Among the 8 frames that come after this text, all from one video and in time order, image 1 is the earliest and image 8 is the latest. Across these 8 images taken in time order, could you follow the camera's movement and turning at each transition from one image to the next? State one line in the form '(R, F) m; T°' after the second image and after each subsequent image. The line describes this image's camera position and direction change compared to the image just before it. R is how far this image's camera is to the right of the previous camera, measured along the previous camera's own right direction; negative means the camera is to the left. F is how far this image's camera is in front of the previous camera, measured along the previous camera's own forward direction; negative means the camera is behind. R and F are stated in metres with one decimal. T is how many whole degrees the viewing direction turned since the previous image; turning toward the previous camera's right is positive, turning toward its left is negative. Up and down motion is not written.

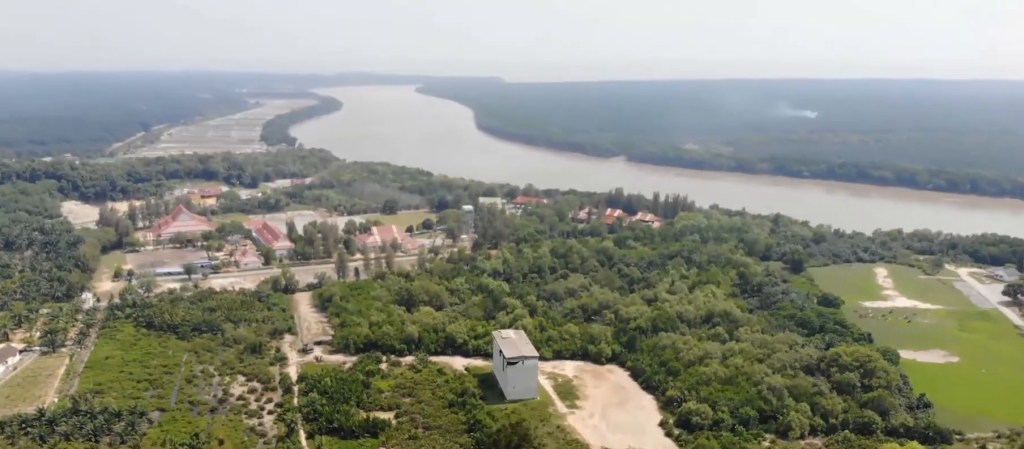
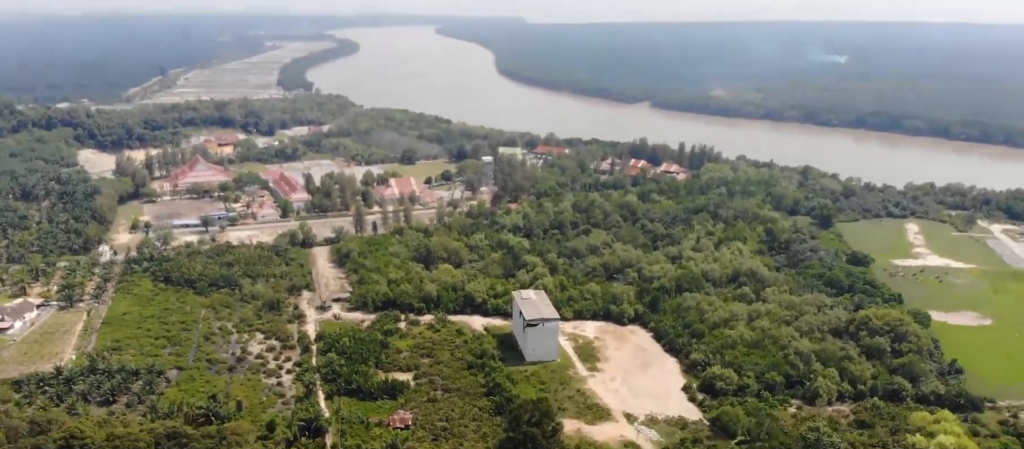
(+0.2, +7.2) m; 0°
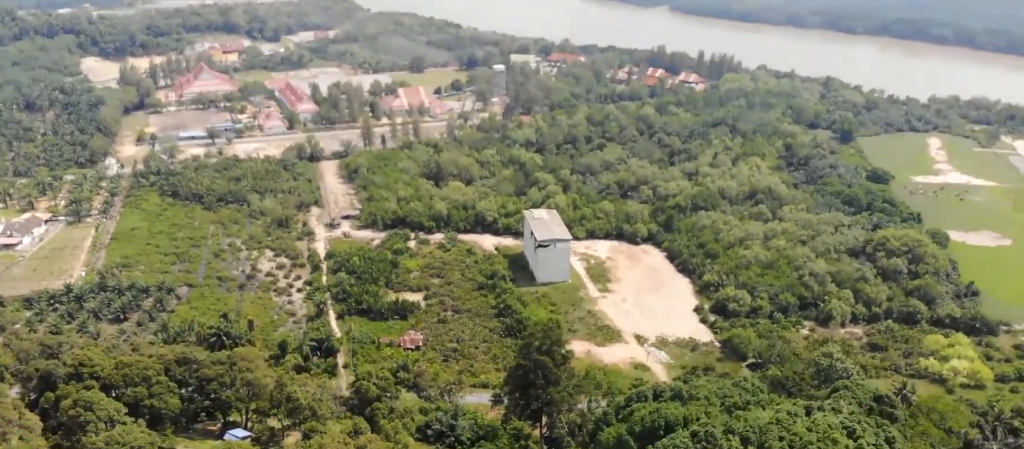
(-0.1, +3.6) m; -1°
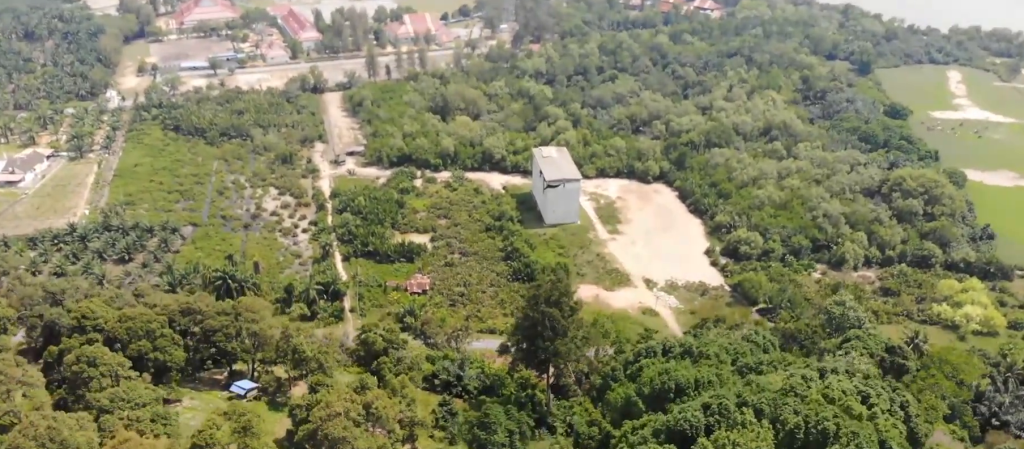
(0.0, +3.6) m; -1°
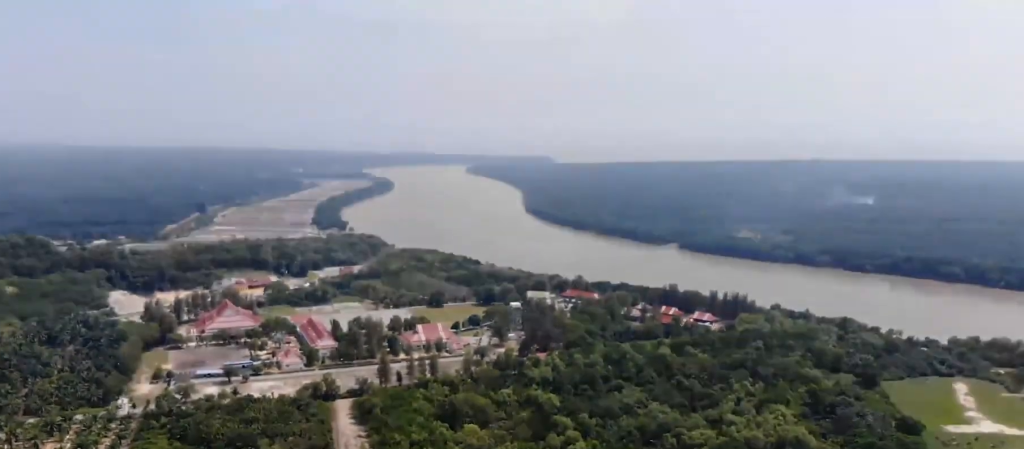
(0.0, +6.8) m; 0°
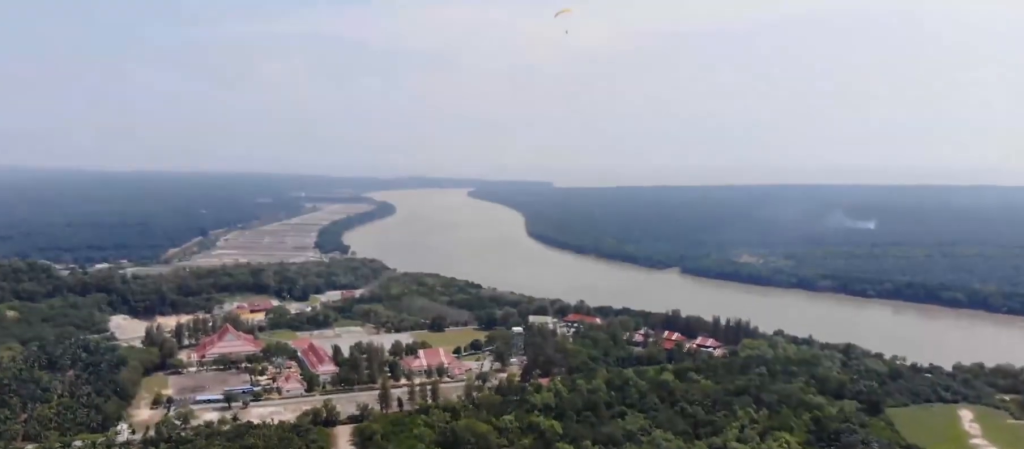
(0.0, +2.0) m; 0°
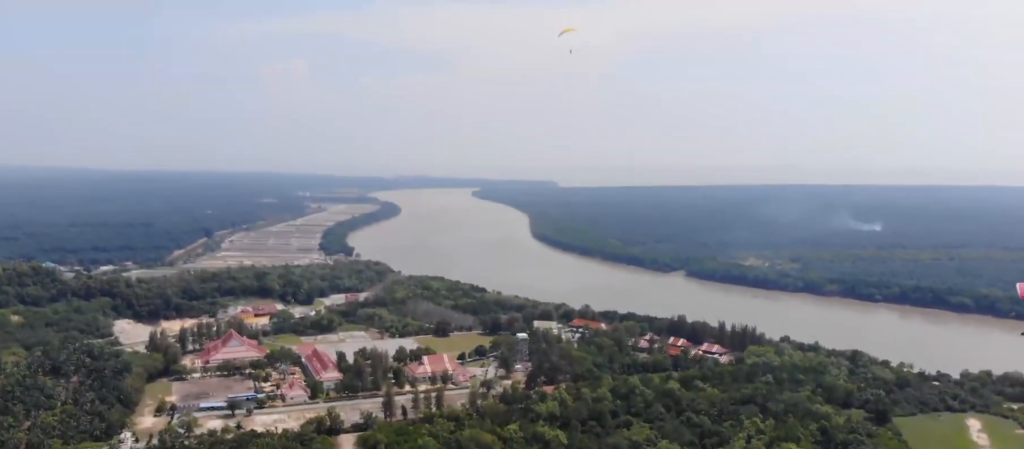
(0.0, +3.3) m; -1°
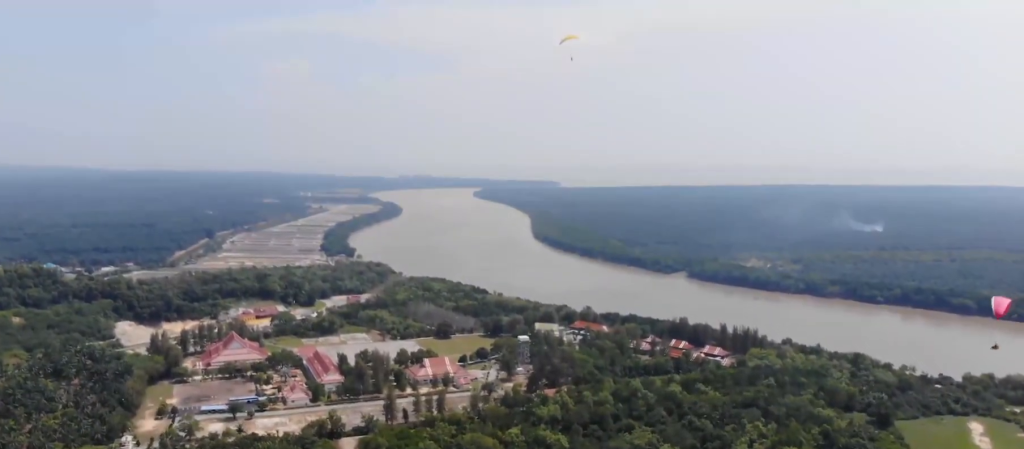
(0.0, +0.9) m; 0°
